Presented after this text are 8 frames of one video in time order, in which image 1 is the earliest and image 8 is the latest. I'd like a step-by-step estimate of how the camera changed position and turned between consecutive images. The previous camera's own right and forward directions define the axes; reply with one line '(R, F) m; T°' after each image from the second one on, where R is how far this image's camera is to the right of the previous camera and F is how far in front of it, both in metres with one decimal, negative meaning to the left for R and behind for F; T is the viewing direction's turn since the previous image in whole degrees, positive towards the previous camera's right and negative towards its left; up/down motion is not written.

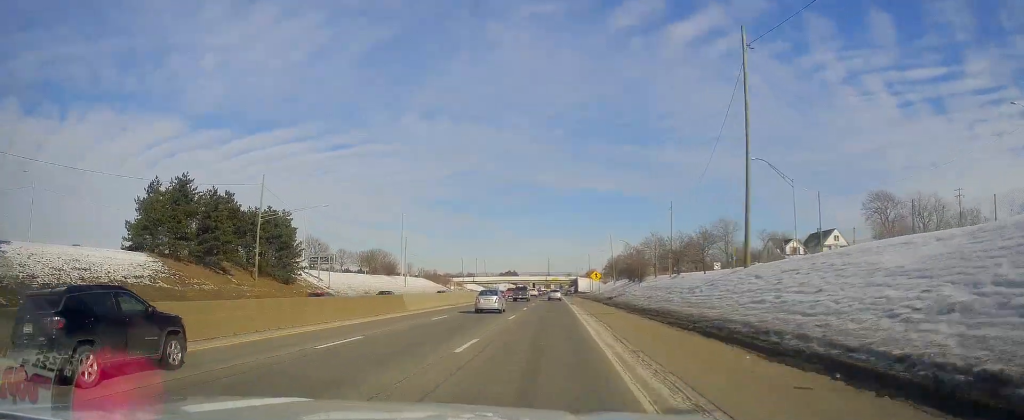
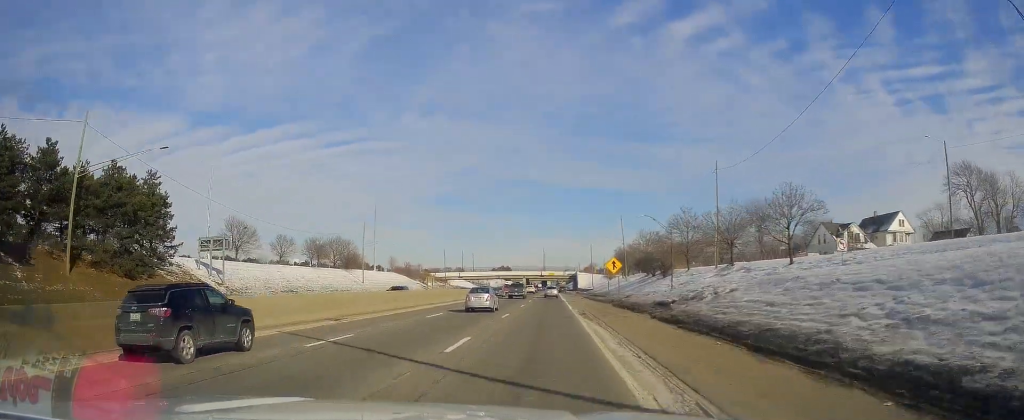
(-0.2, +31.3) m; 0°
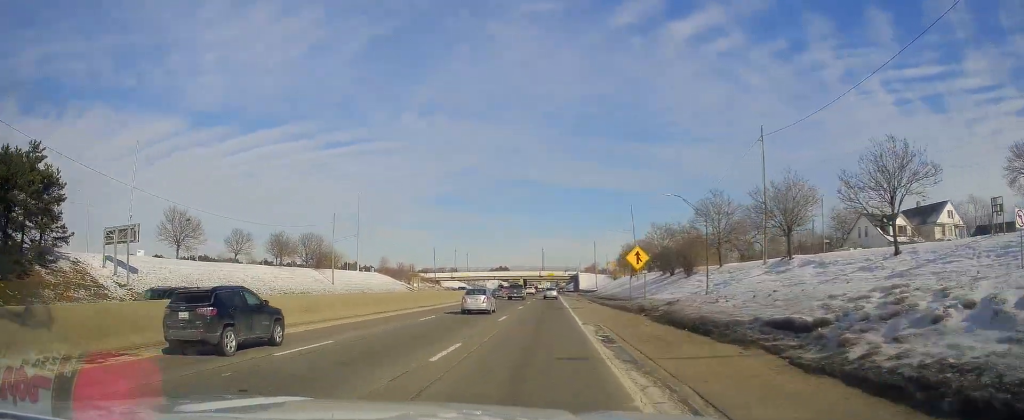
(+0.1, +17.0) m; +1°
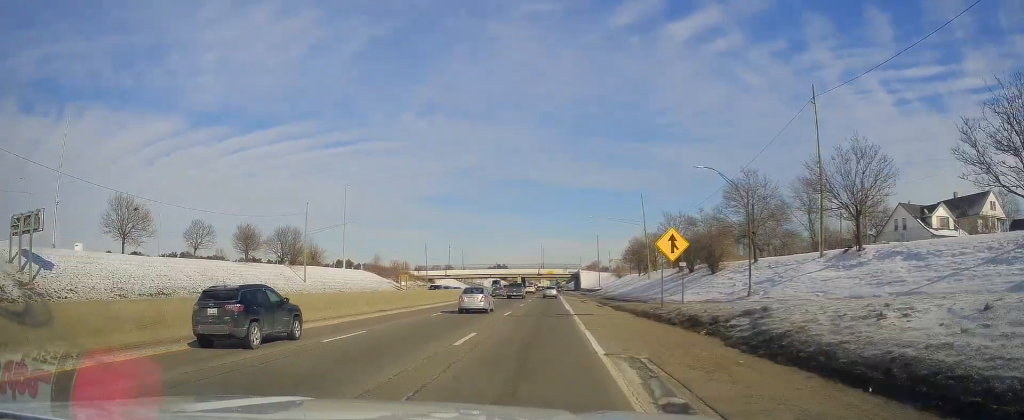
(0.0, +12.3) m; 0°
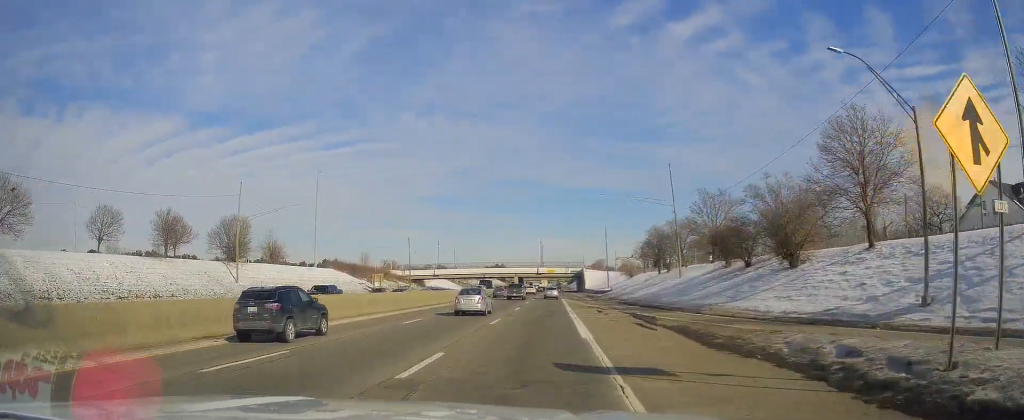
(+0.2, +21.7) m; -1°
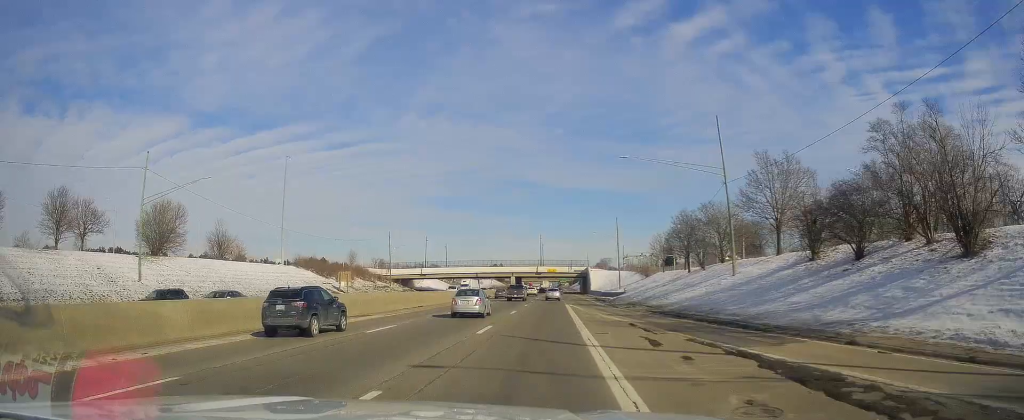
(-0.3, +19.8) m; 0°
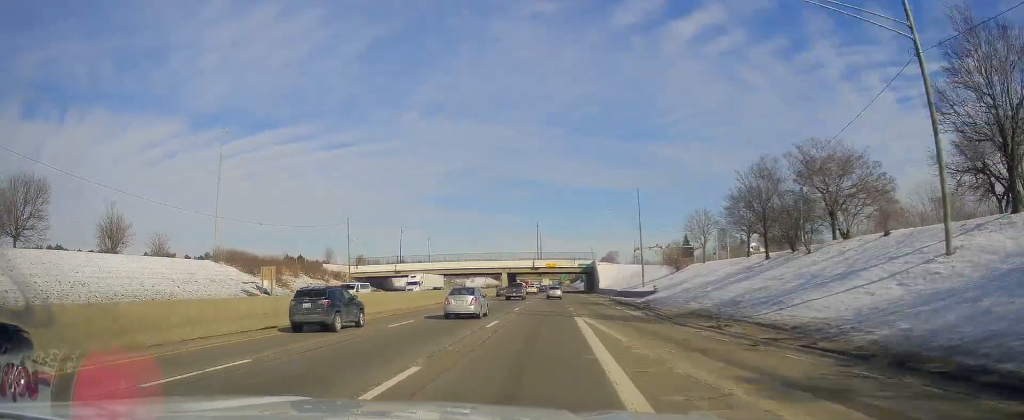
(+0.2, +27.5) m; +1°
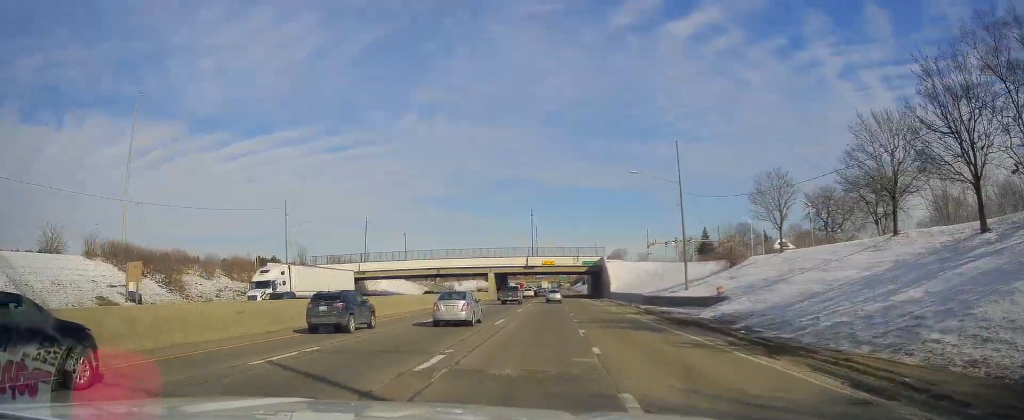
(0.0, +25.9) m; 0°
